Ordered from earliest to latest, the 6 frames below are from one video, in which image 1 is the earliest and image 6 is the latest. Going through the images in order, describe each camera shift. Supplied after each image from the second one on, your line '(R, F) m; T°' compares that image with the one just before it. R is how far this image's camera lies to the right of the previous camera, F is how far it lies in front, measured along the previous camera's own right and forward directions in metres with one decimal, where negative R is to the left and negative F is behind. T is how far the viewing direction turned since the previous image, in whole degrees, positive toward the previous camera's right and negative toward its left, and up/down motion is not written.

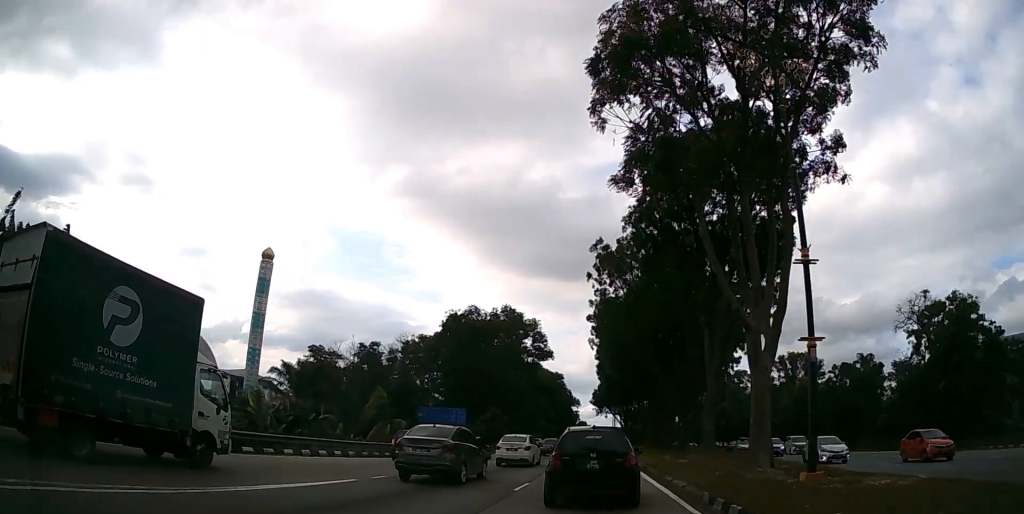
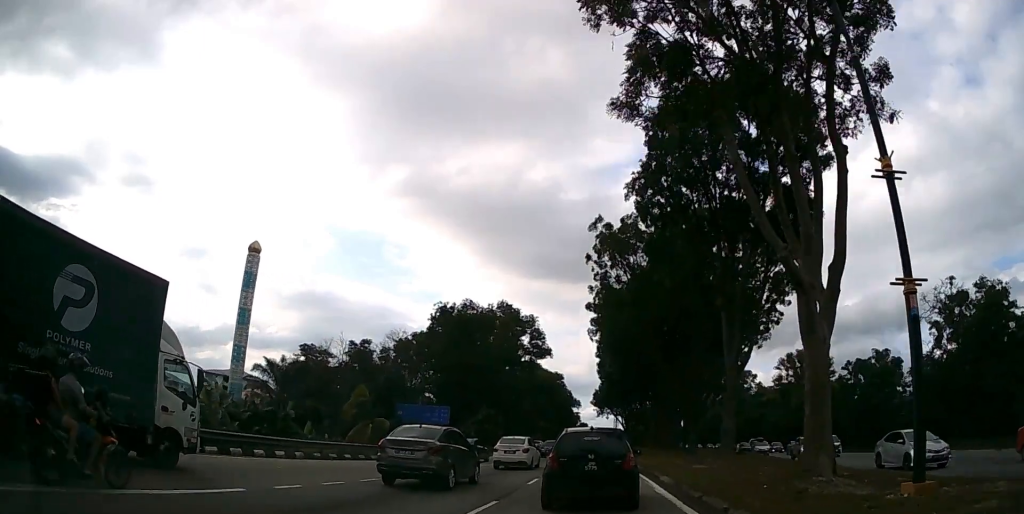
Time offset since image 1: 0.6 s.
(0.0, +4.9) m; 0°
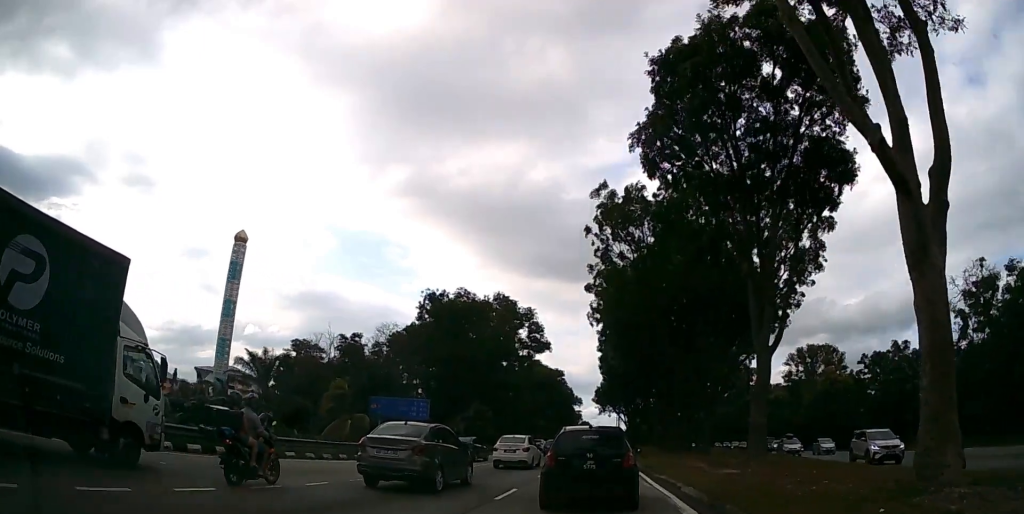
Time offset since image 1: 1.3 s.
(0.0, +5.0) m; +1°
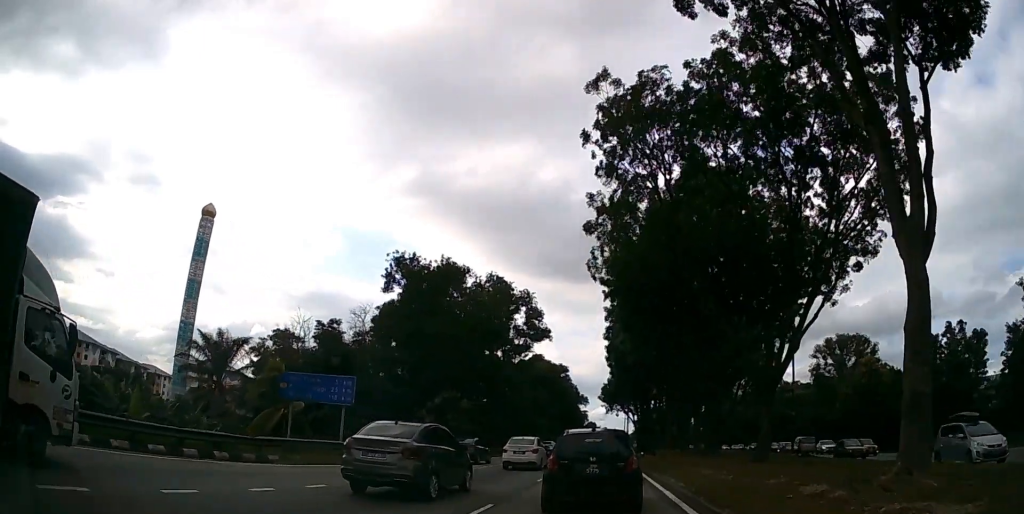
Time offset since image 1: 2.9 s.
(+0.1, +11.6) m; 0°
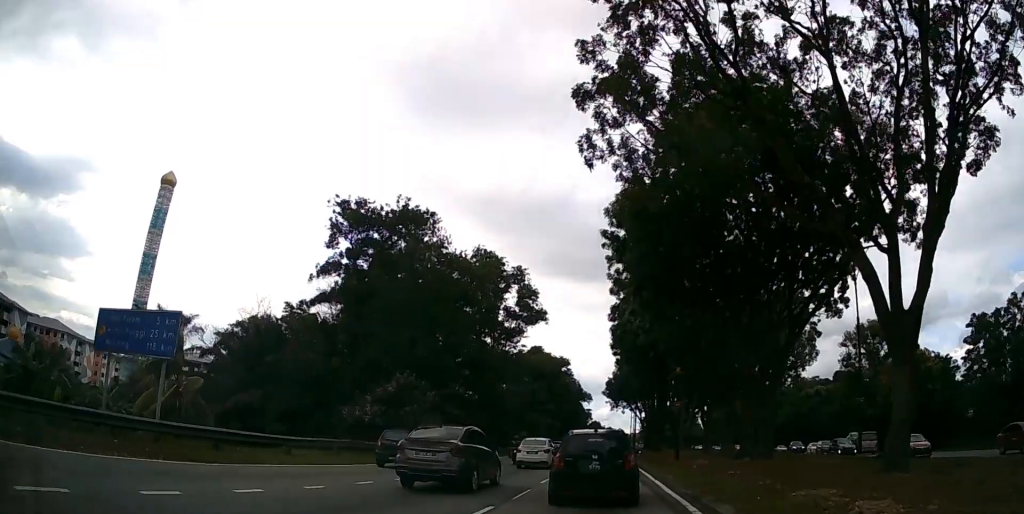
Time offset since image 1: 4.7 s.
(-0.2, +11.4) m; -1°
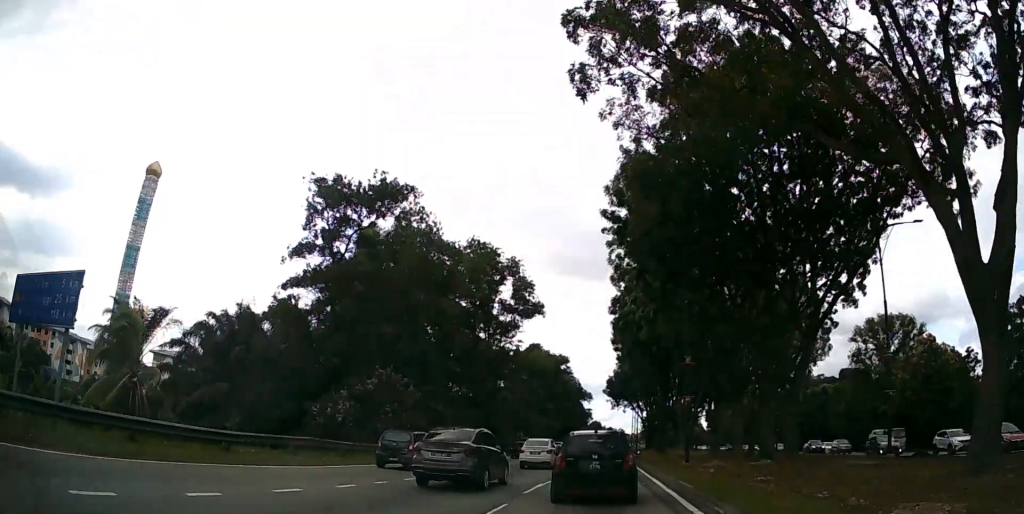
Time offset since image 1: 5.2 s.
(0.0, +3.4) m; 0°
